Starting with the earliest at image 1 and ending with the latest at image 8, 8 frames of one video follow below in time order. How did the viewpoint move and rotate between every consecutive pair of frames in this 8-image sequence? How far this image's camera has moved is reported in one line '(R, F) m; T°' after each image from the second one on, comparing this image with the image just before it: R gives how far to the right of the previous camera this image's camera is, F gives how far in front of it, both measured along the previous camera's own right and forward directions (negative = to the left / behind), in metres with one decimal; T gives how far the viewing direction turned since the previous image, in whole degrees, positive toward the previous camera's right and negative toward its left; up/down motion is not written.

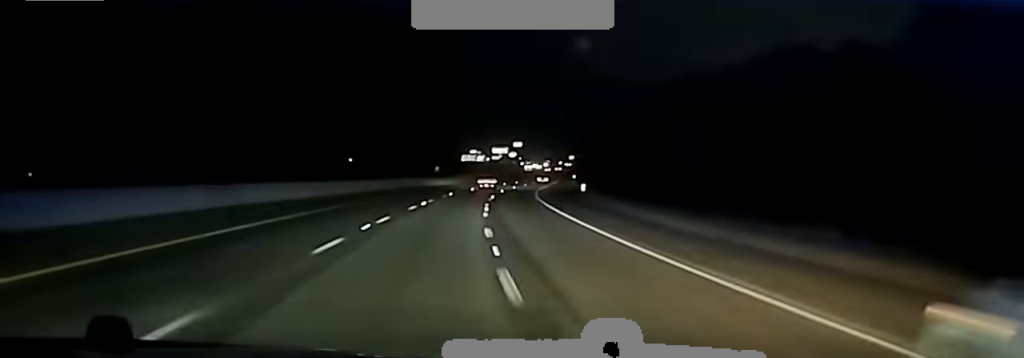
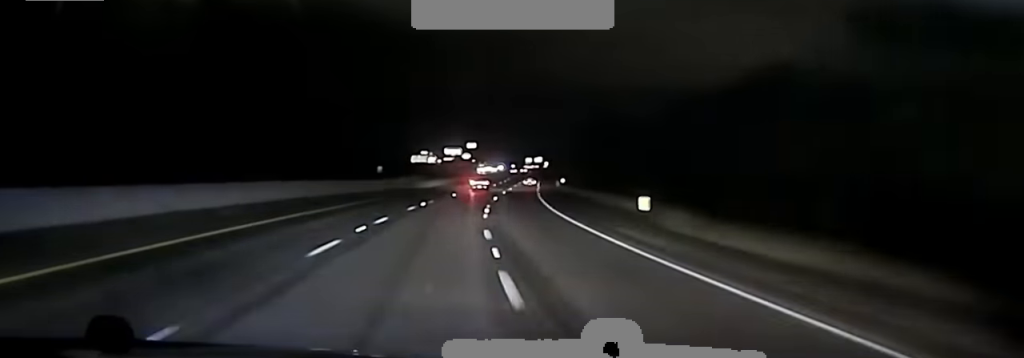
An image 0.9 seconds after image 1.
(+1.6, +49.8) m; +3°
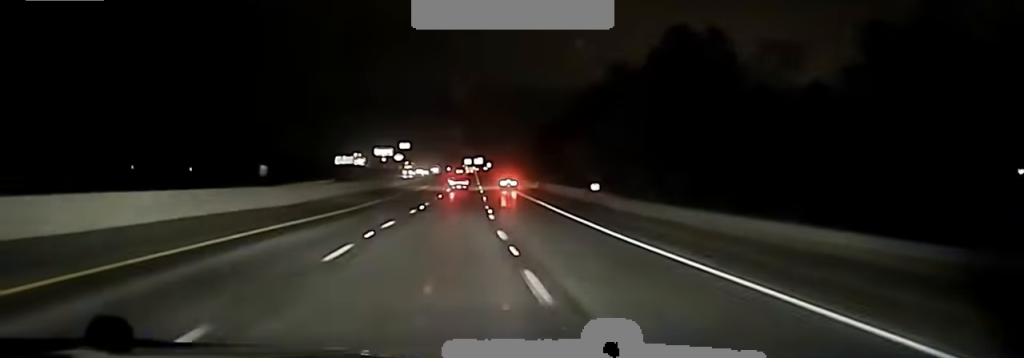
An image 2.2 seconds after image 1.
(+2.4, +72.0) m; +4°
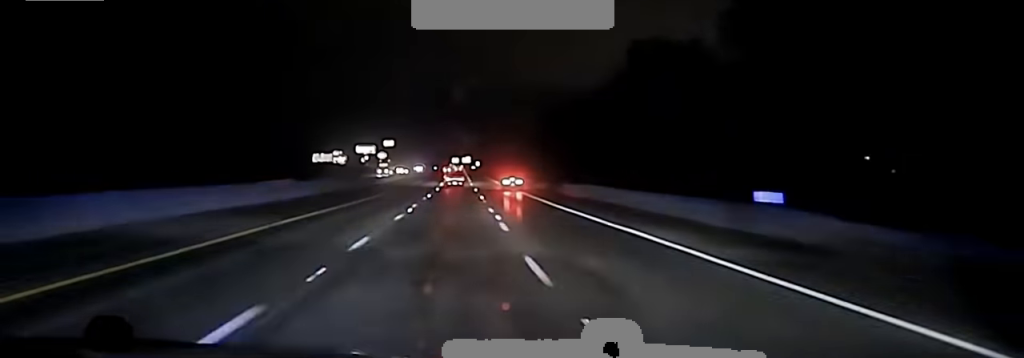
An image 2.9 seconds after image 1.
(+1.2, +38.6) m; +2°
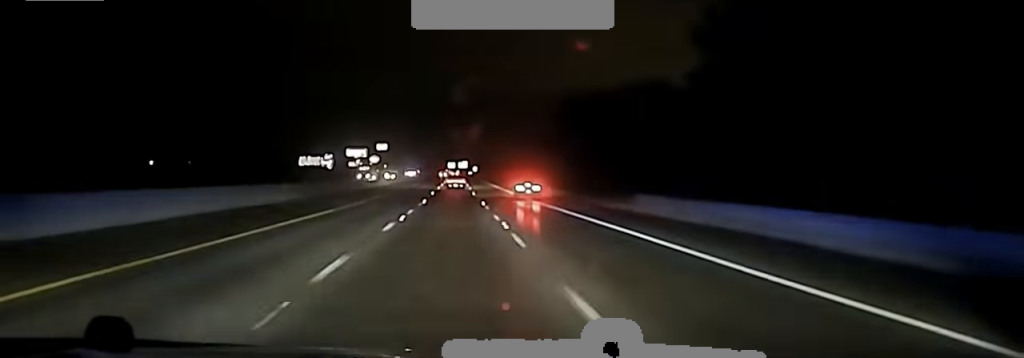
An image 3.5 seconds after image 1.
(+0.5, +34.5) m; +1°
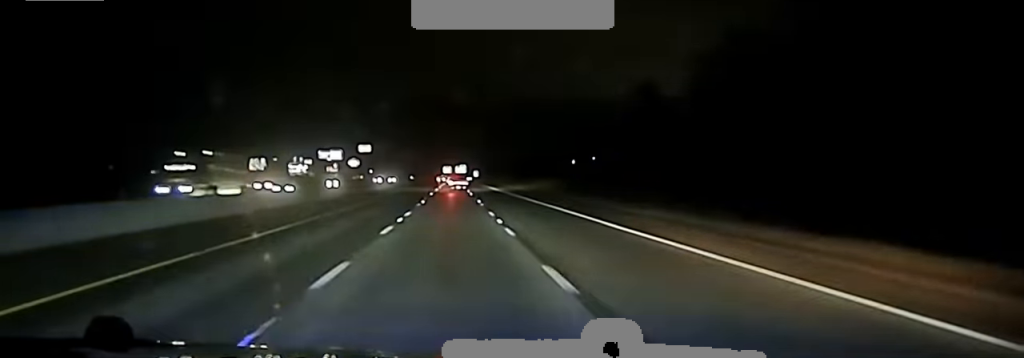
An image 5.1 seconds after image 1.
(+1.3, +93.0) m; +1°
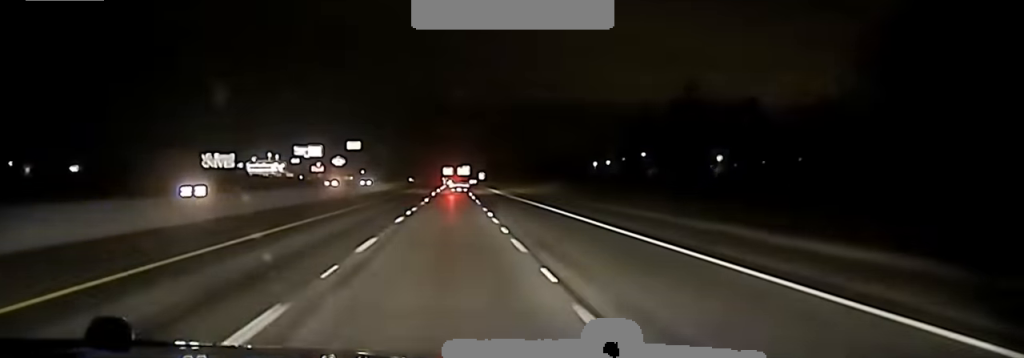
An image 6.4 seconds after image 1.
(+0.1, +64.1) m; +1°
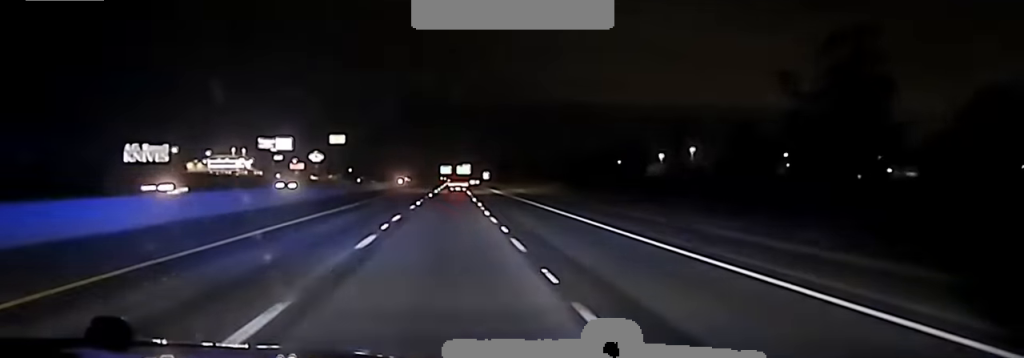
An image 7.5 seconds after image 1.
(+0.4, +57.7) m; 0°
